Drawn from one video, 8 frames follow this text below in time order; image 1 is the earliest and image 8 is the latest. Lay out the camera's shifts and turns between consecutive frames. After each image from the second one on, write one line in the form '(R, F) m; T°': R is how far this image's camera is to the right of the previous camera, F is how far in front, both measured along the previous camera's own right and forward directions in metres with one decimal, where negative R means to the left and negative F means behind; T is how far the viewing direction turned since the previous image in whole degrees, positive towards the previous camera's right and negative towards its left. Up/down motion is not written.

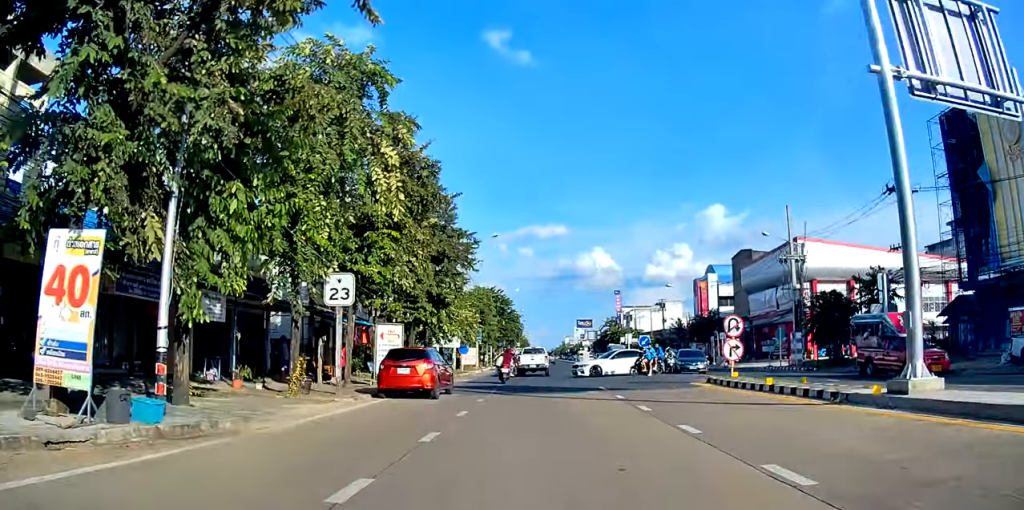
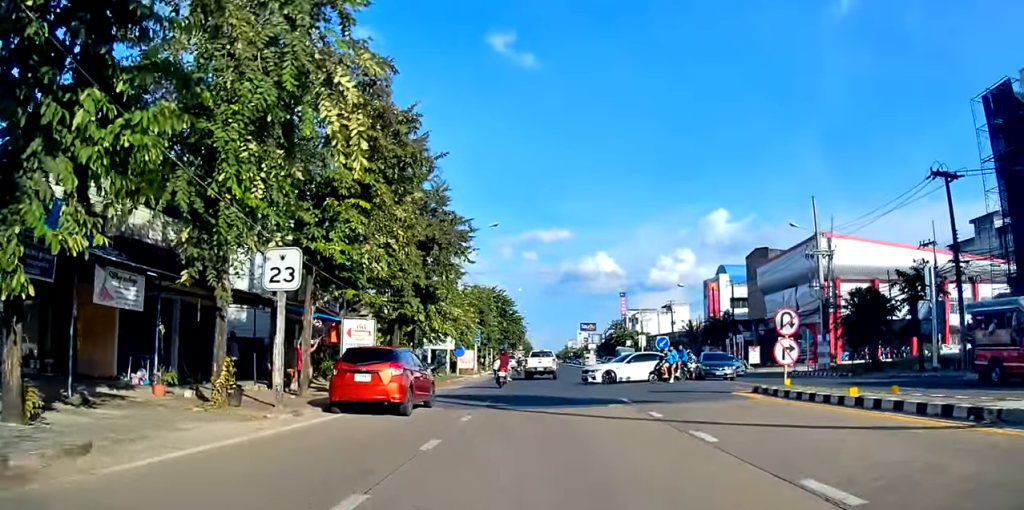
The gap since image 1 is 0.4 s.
(0.0, +4.2) m; 0°
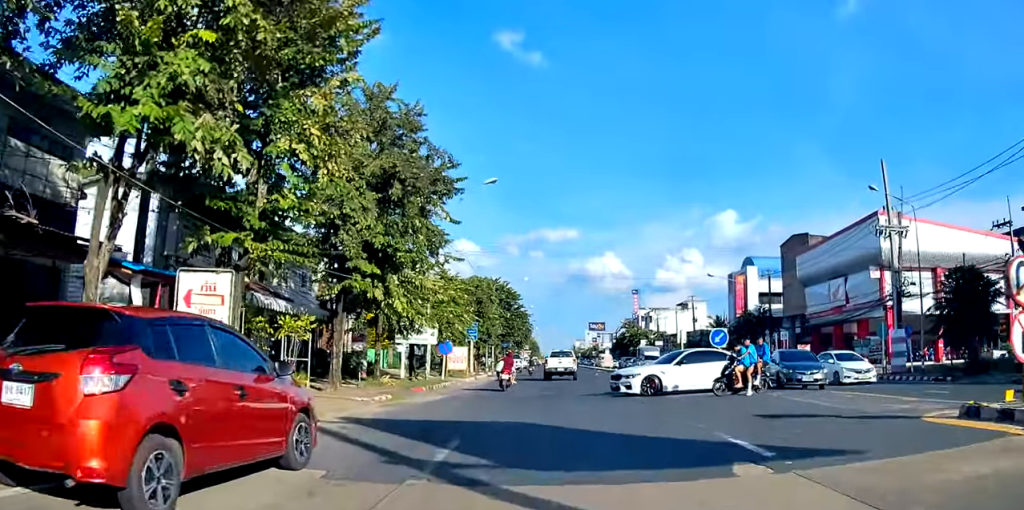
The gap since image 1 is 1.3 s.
(-0.3, +9.2) m; 0°
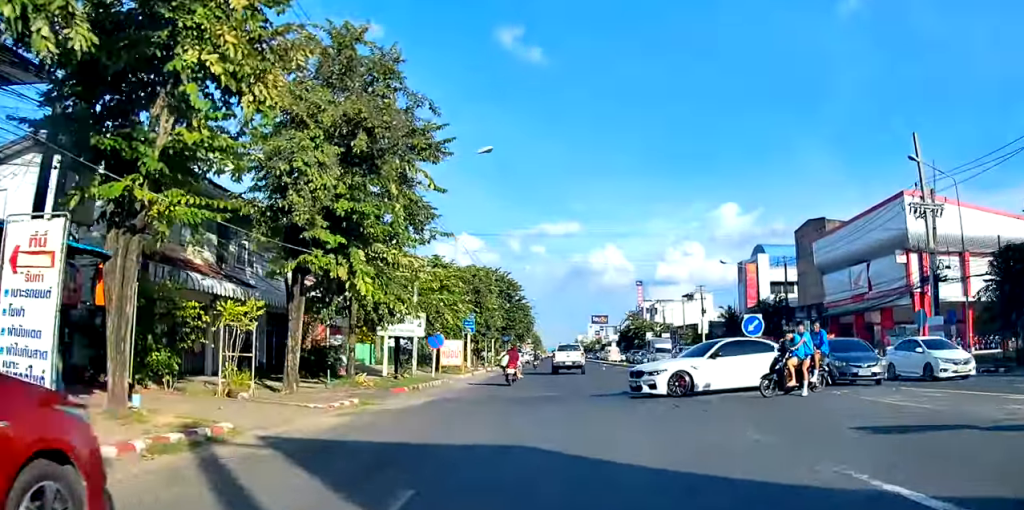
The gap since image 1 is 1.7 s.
(+0.1, +4.1) m; +1°
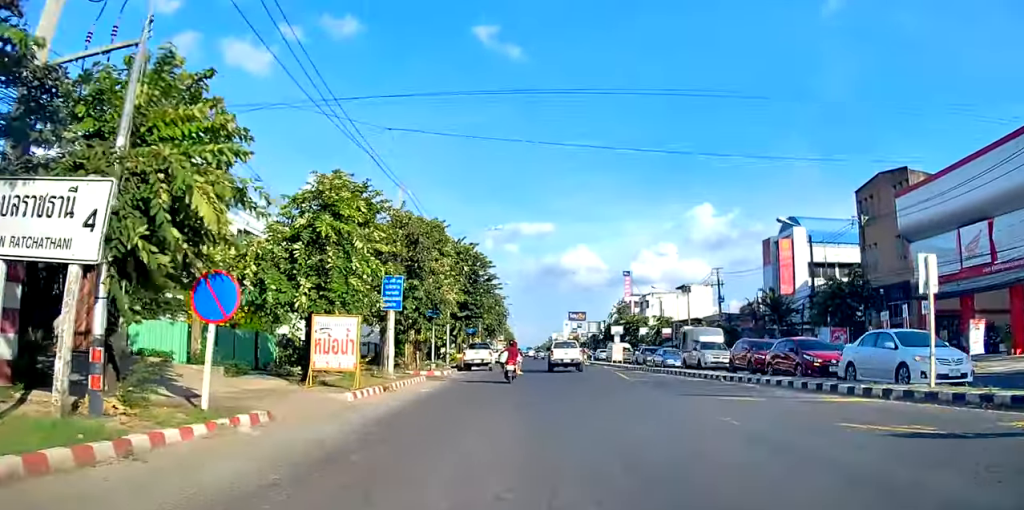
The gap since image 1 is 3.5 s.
(+0.3, +18.8) m; +1°
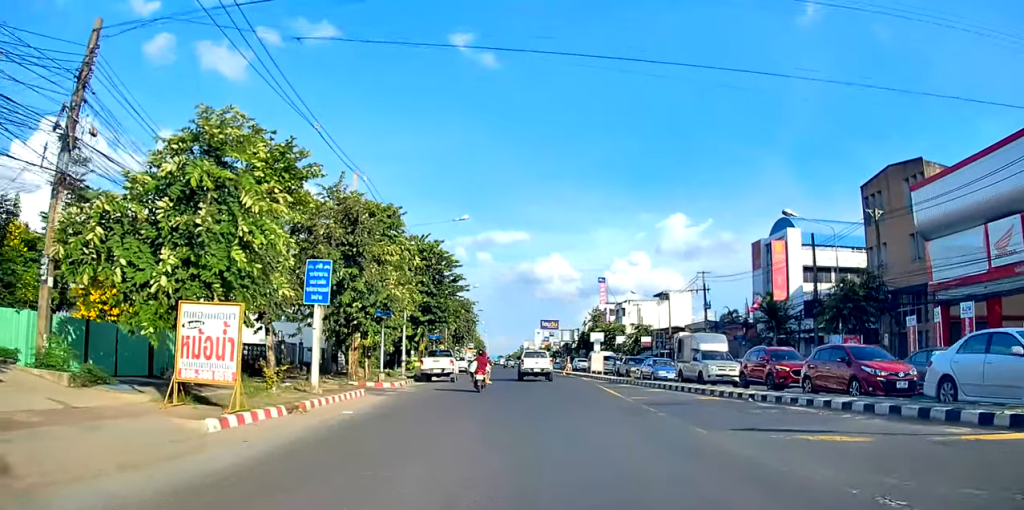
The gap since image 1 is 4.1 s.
(0.0, +5.7) m; 0°
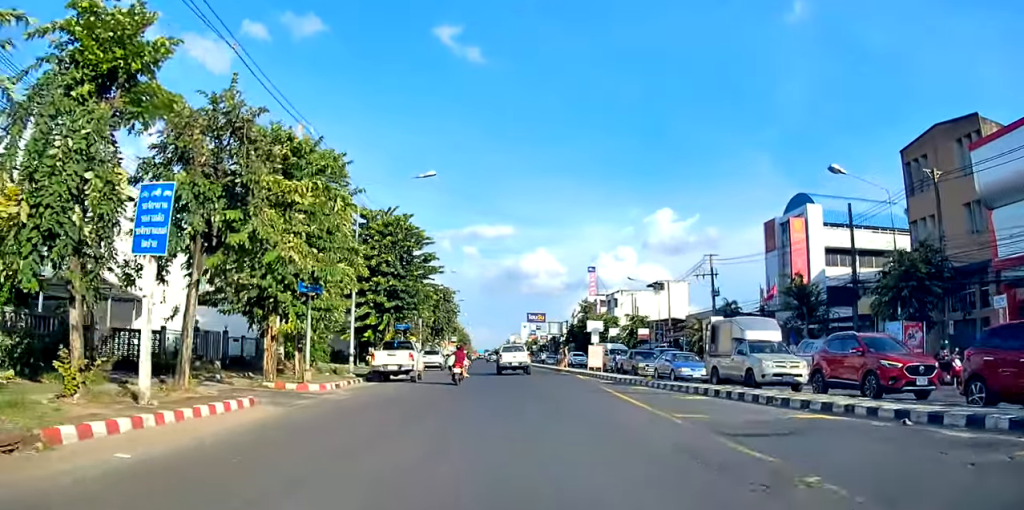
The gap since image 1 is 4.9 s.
(0.0, +8.1) m; +1°
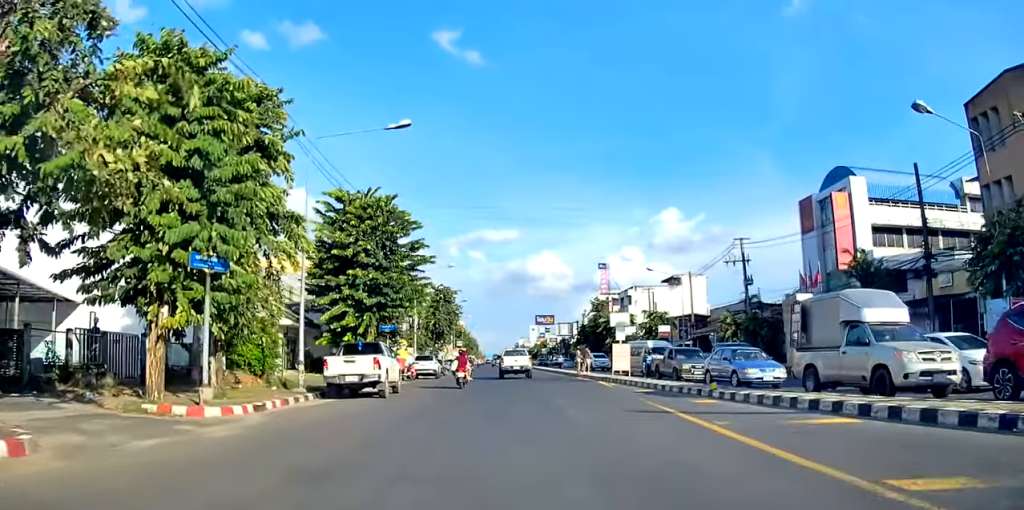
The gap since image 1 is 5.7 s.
(+0.1, +7.8) m; 0°
